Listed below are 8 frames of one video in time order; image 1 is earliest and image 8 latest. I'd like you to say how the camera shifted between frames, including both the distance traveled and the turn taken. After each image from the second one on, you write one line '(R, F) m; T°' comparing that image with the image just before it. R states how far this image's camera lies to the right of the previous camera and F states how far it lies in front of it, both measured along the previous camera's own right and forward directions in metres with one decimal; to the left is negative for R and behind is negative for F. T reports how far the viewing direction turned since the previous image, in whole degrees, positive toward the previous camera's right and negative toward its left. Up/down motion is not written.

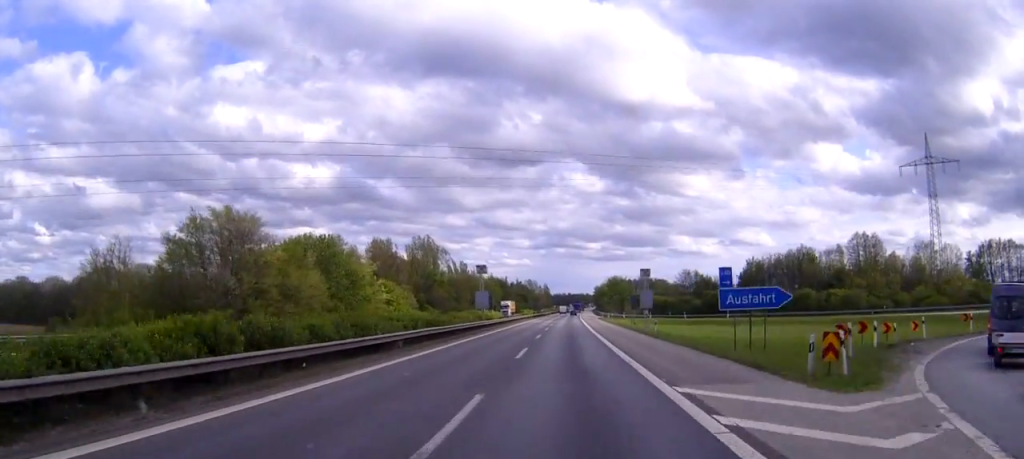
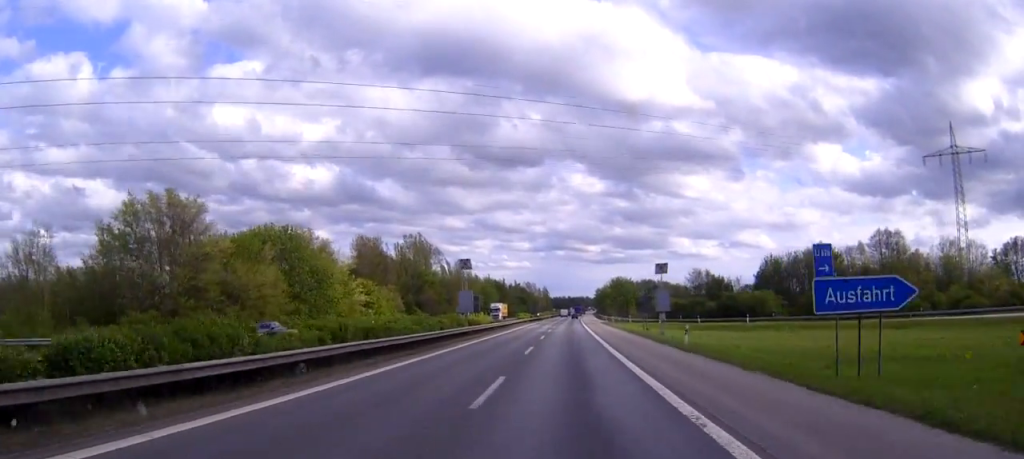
(0.0, +12.7) m; 0°
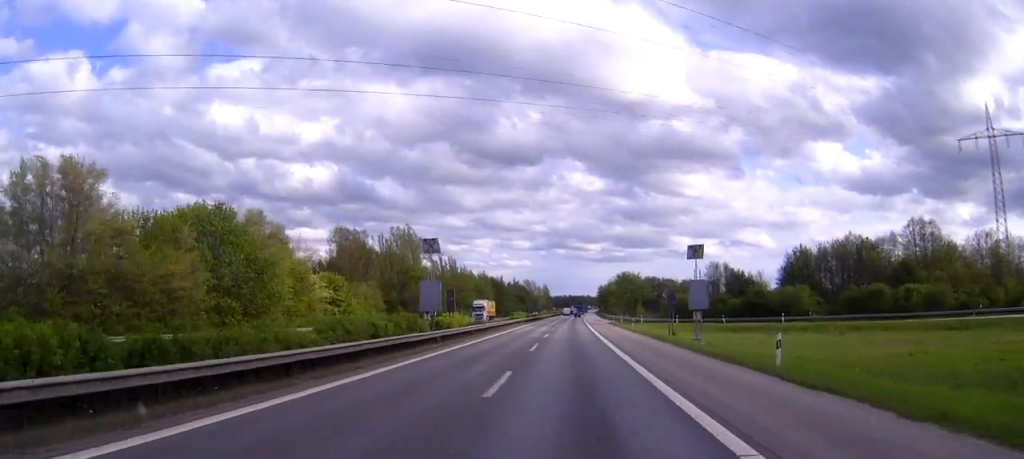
(0.0, +16.4) m; 0°
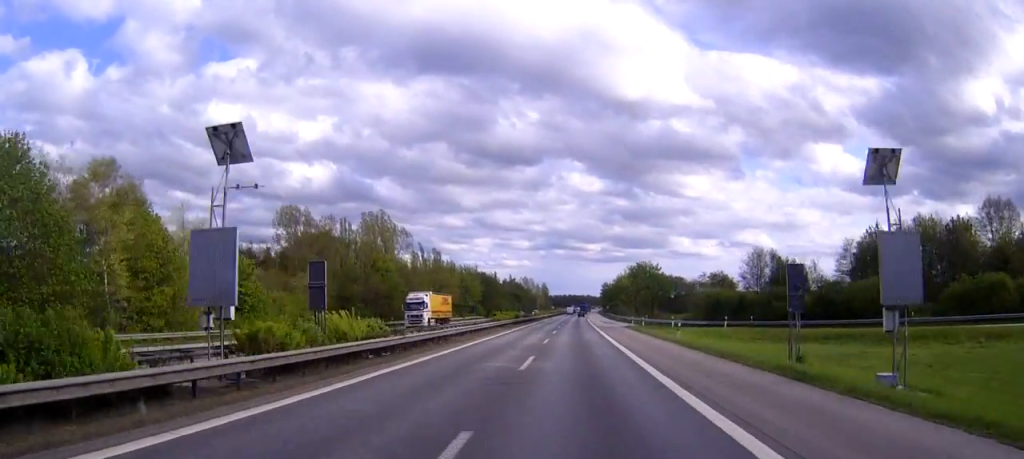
(0.0, +29.1) m; 0°
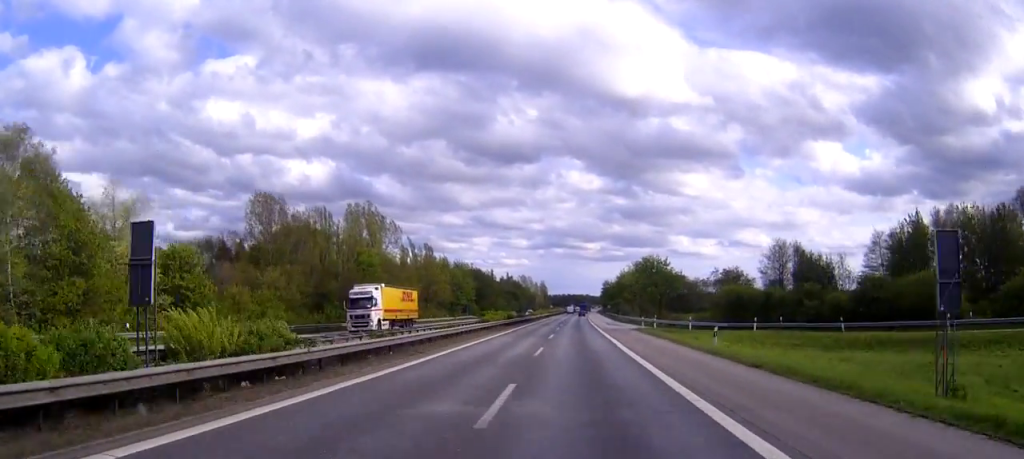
(0.0, +10.9) m; 0°
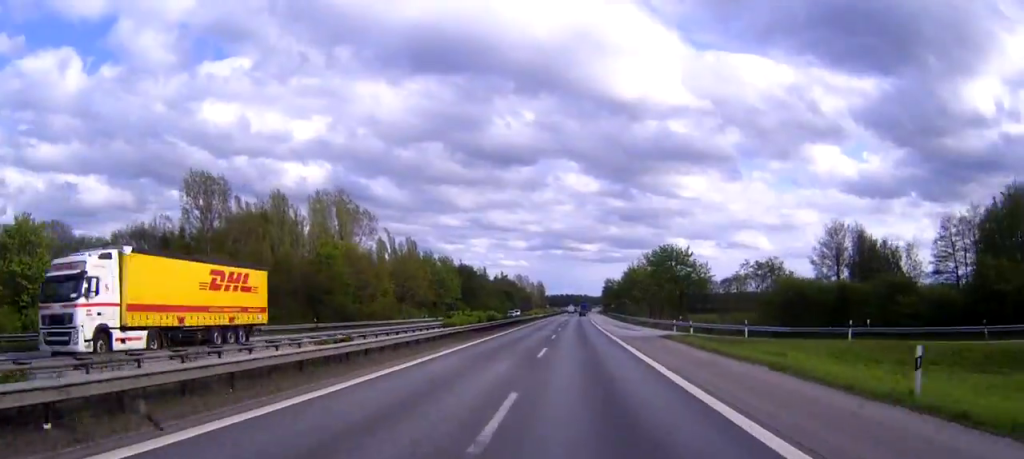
(0.0, +20.0) m; 0°
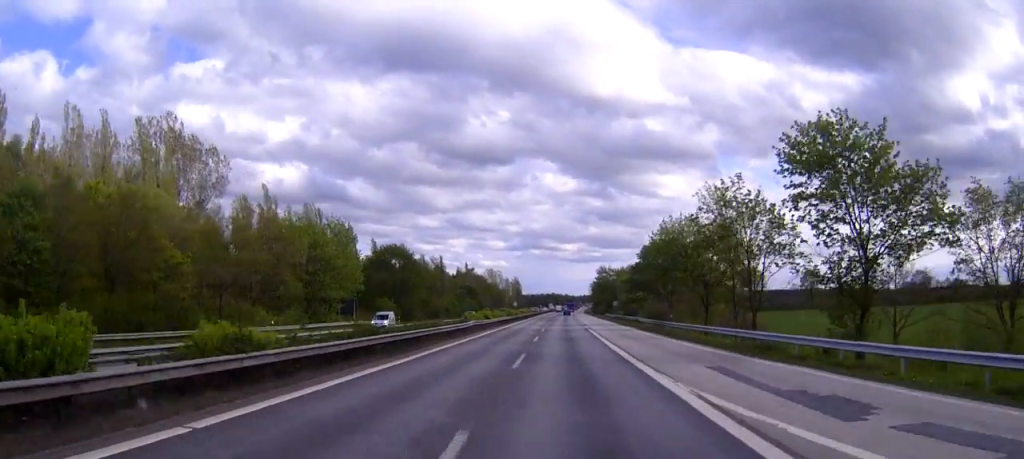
(+0.6, +59.4) m; +1°
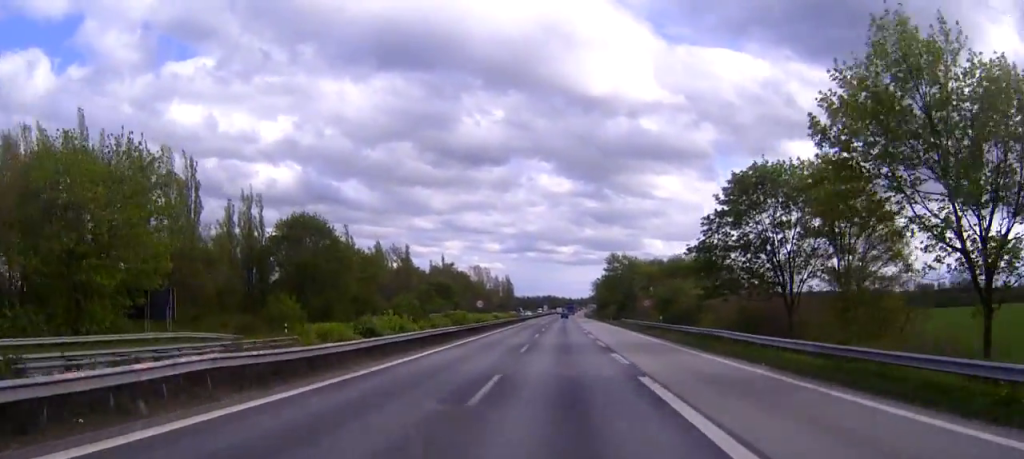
(+0.2, +43.9) m; 0°
